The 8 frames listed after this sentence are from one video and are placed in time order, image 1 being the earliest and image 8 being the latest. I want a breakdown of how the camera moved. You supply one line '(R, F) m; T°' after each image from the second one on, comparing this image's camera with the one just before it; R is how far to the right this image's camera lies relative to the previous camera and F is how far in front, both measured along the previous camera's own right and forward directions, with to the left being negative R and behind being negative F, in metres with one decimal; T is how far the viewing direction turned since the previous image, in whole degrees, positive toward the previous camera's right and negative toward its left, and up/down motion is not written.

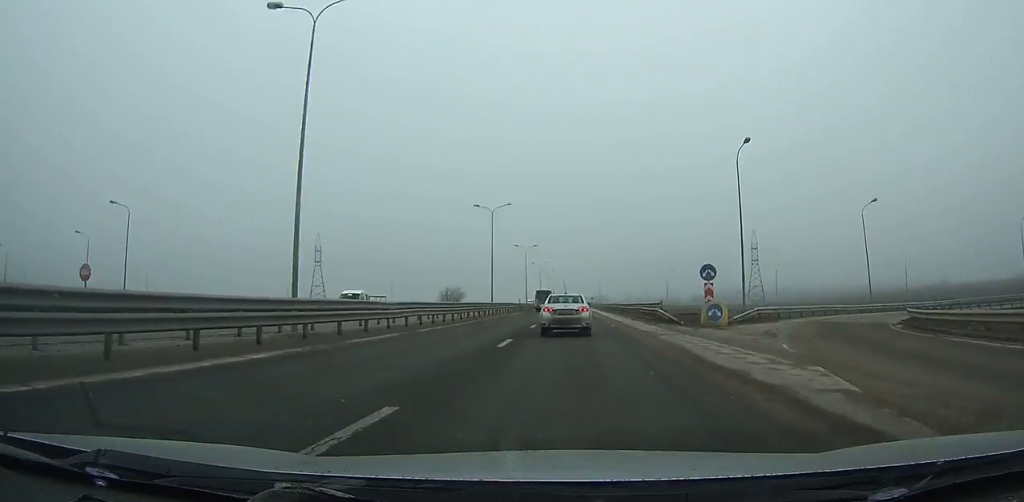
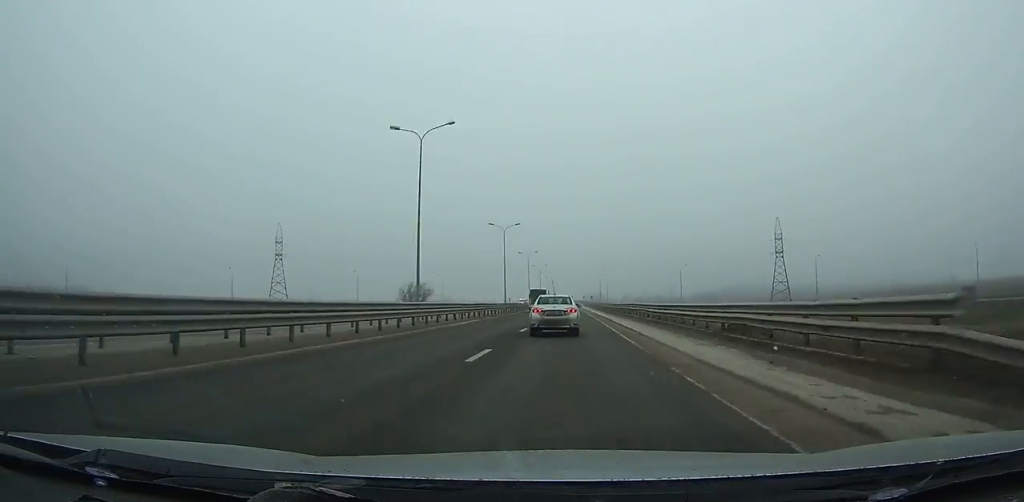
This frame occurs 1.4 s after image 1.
(+0.1, +29.0) m; 0°
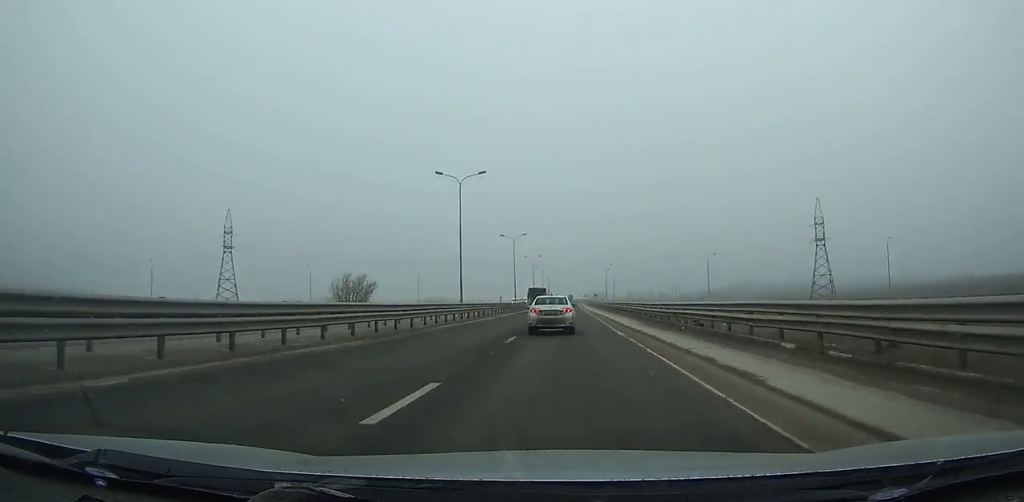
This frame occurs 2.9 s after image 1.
(+0.1, +31.5) m; 0°
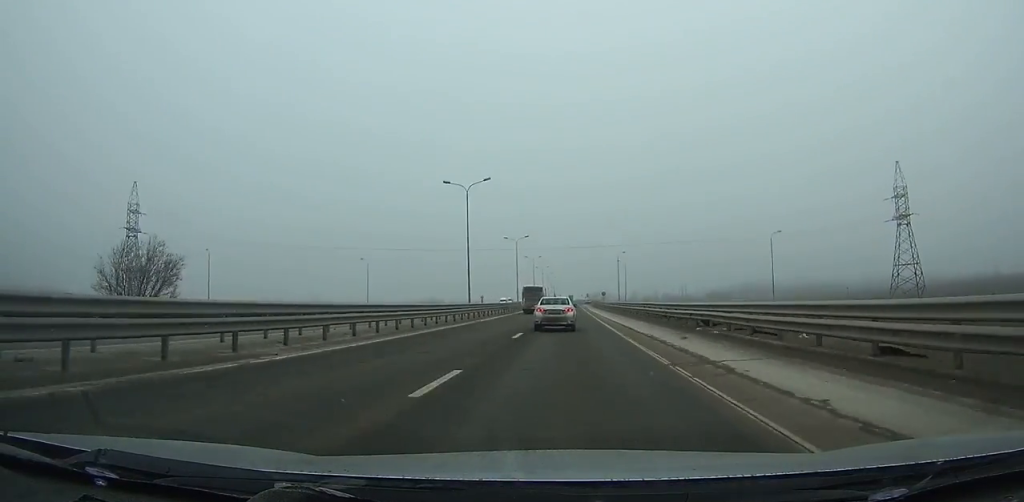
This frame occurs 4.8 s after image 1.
(+0.1, +40.9) m; 0°
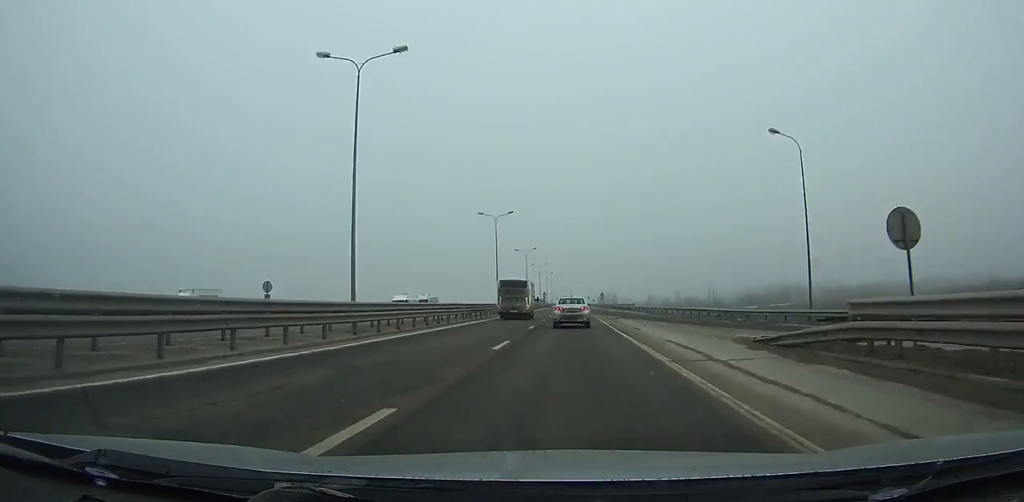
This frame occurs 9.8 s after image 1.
(+0.1, +113.1) m; 0°
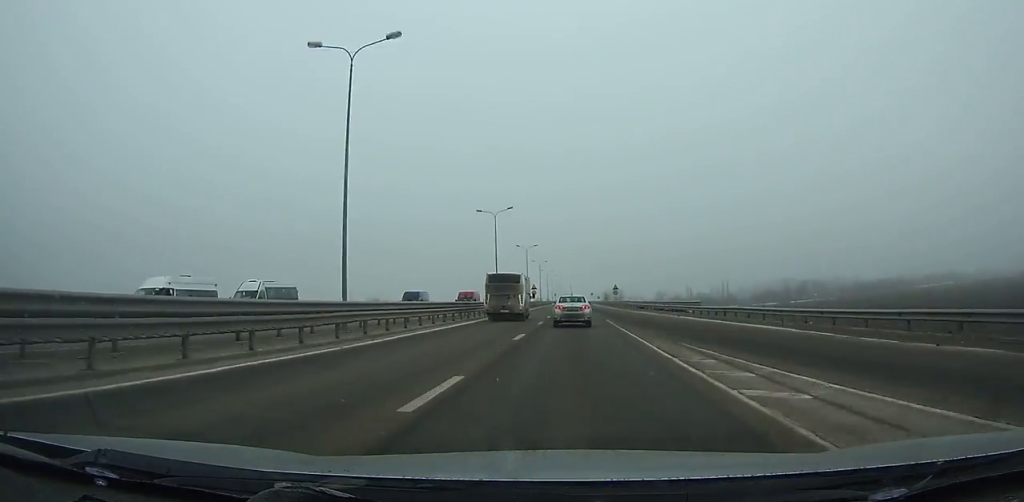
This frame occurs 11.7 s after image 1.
(-0.1, +44.5) m; 0°
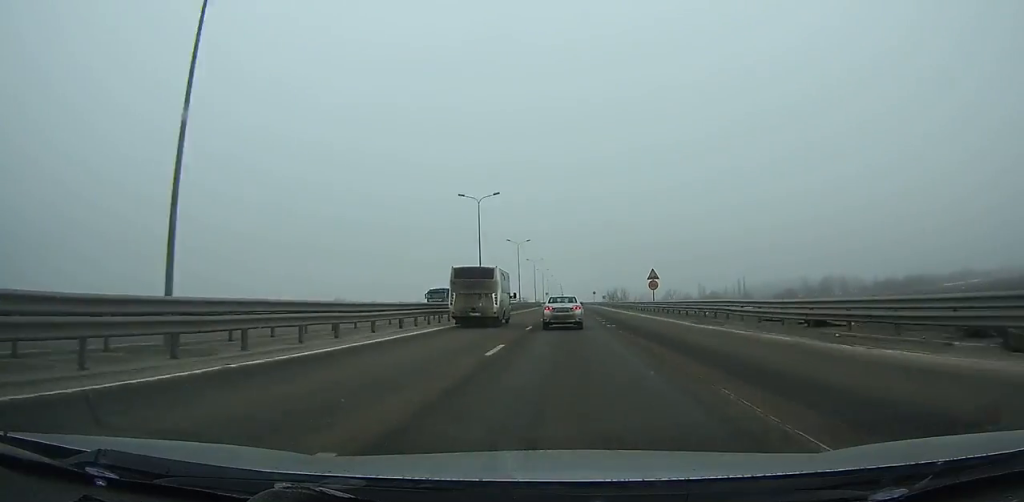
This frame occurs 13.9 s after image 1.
(+0.1, +52.4) m; 0°
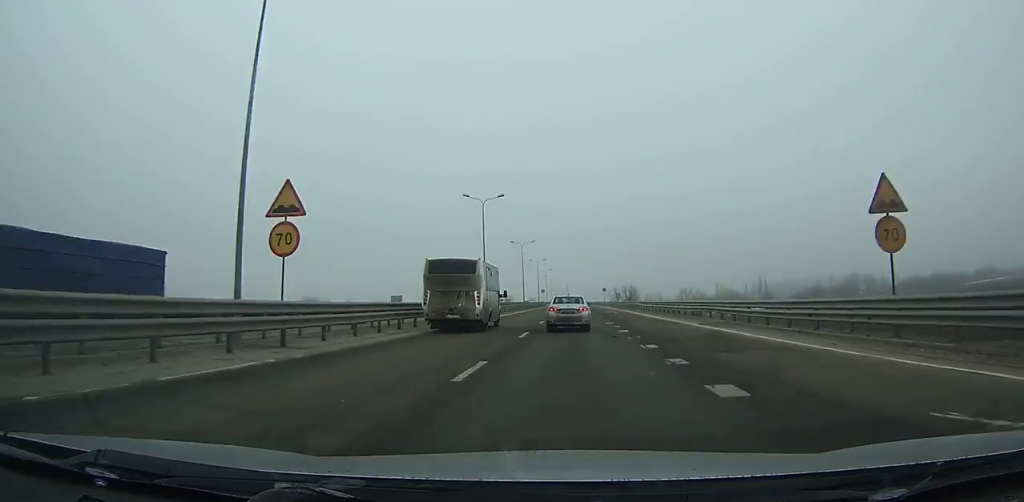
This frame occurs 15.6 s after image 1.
(+0.1, +40.3) m; 0°
